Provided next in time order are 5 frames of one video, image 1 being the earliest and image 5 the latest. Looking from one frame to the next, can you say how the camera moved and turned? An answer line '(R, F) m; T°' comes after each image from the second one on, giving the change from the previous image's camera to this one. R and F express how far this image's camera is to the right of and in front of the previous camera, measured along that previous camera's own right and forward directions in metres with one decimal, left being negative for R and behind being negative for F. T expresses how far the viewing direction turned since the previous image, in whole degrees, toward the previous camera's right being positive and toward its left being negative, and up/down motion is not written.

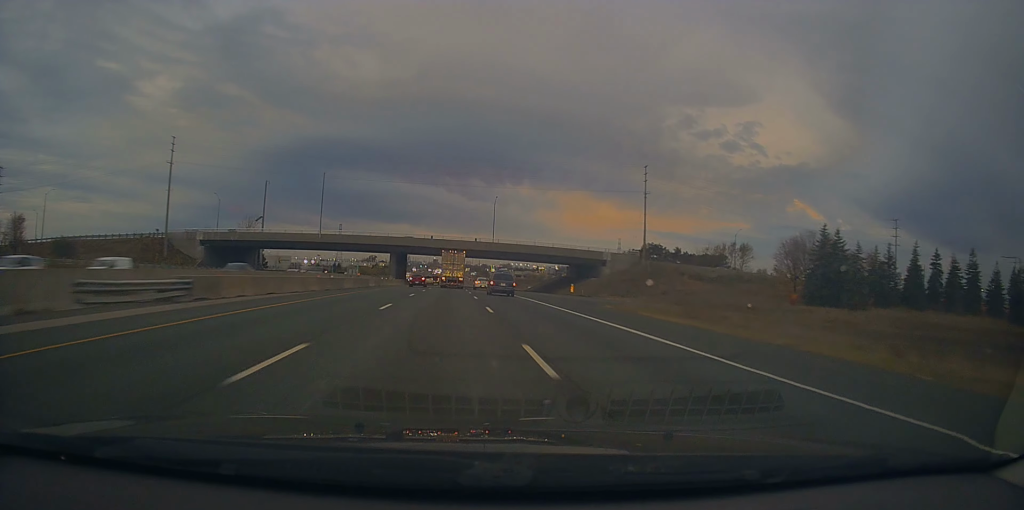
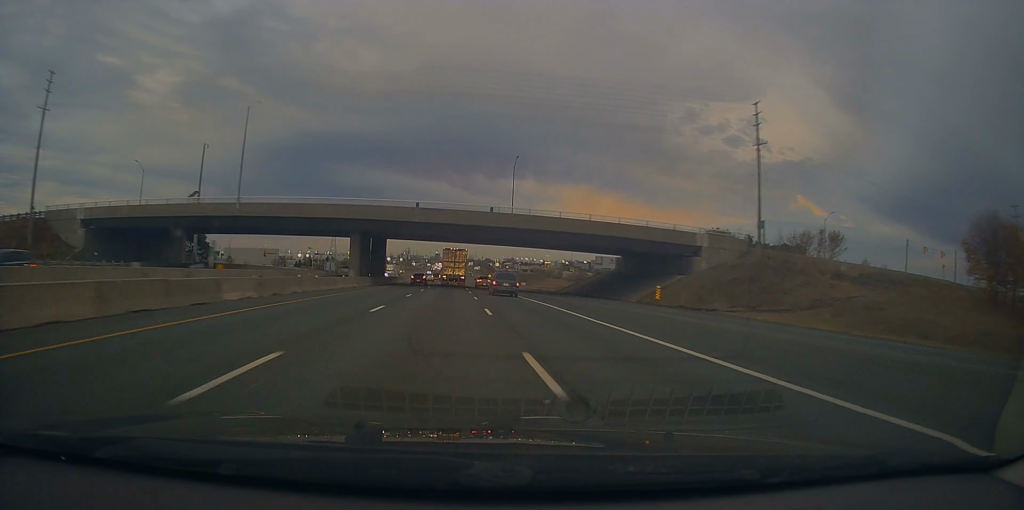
(-0.1, +37.2) m; 0°
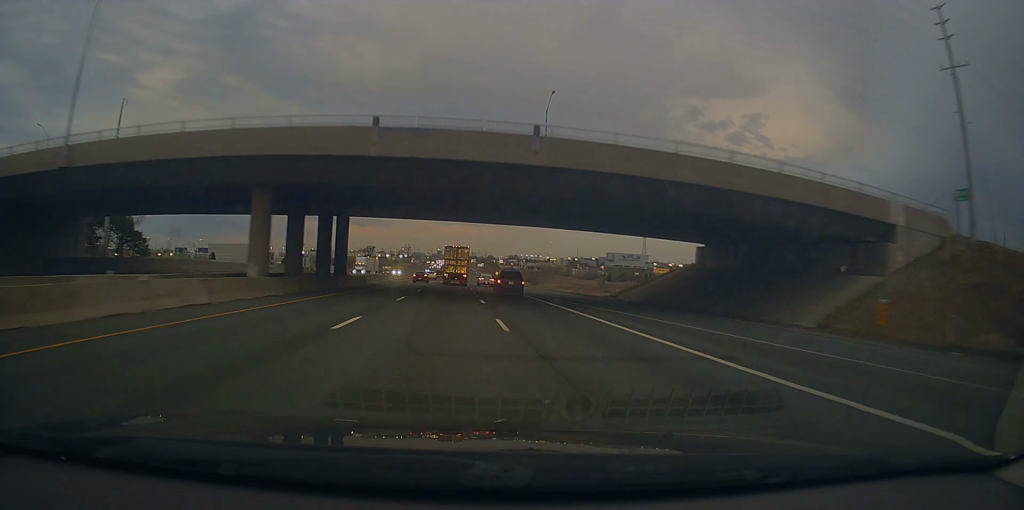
(0.0, +29.3) m; 0°
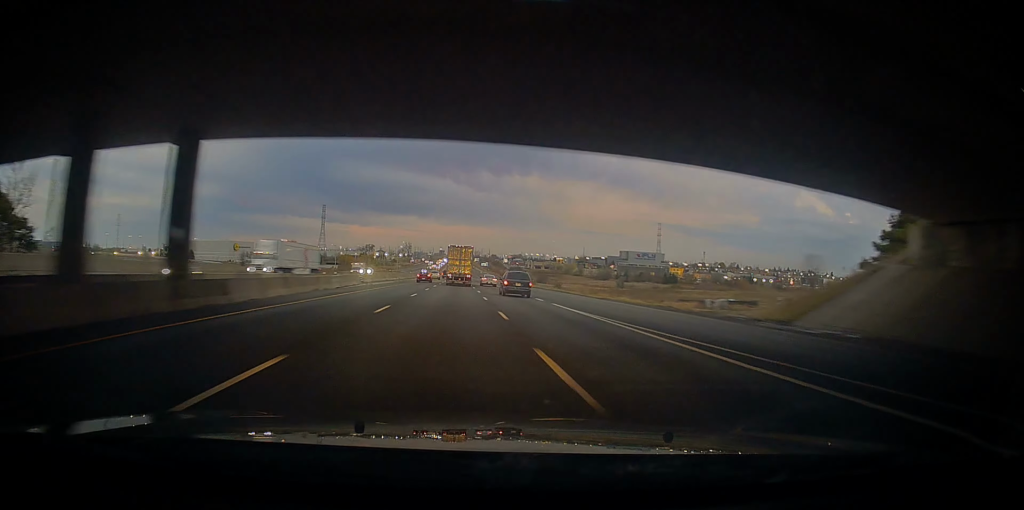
(0.0, +31.2) m; 0°
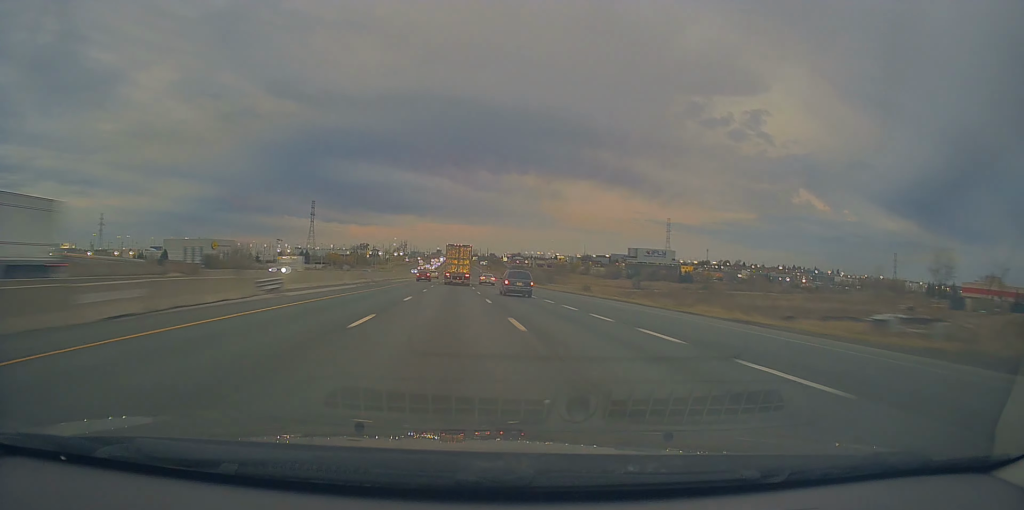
(-0.1, +27.2) m; 0°
